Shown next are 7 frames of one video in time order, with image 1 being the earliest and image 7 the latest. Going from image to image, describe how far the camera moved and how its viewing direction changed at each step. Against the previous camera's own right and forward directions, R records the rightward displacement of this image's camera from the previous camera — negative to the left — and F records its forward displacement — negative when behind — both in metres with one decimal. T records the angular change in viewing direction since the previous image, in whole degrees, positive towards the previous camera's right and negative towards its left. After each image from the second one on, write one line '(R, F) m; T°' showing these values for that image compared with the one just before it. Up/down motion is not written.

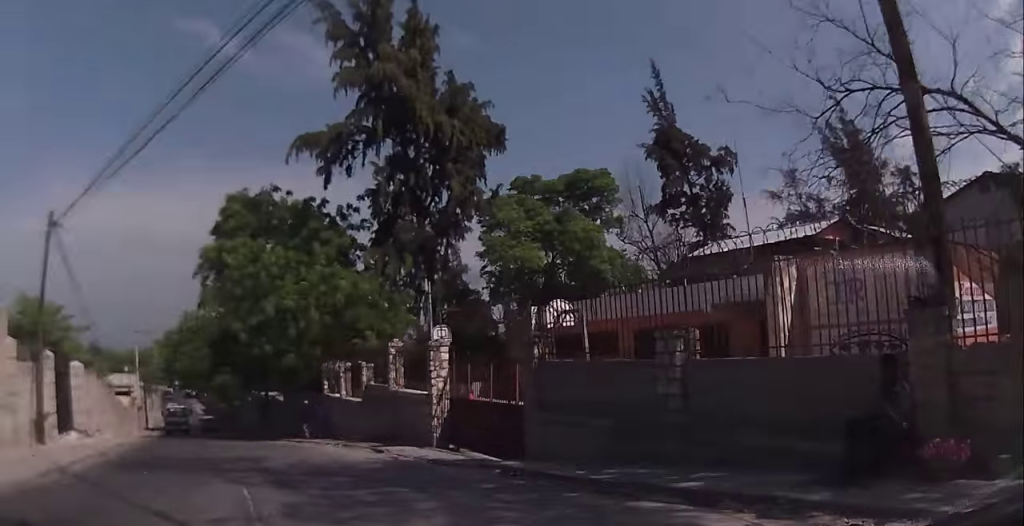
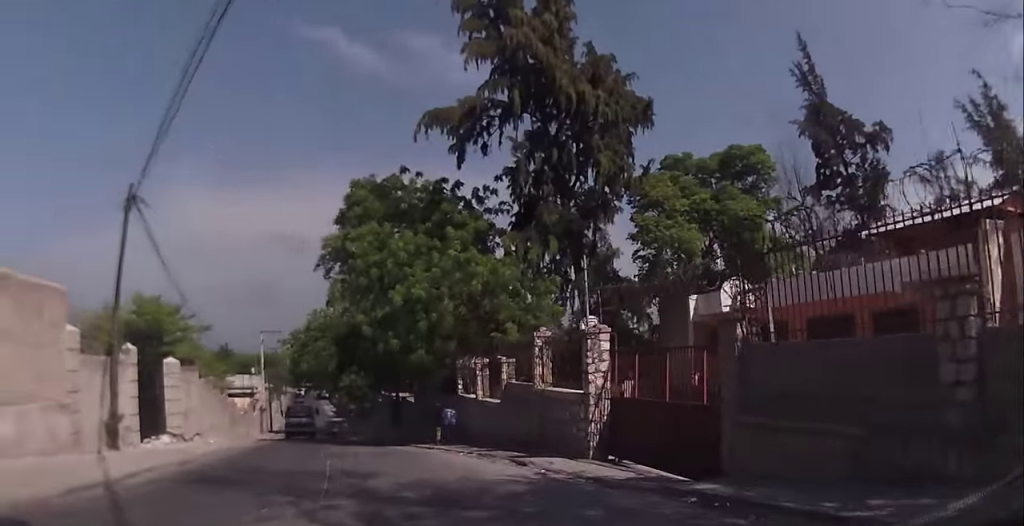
(-0.6, +3.2) m; -6°
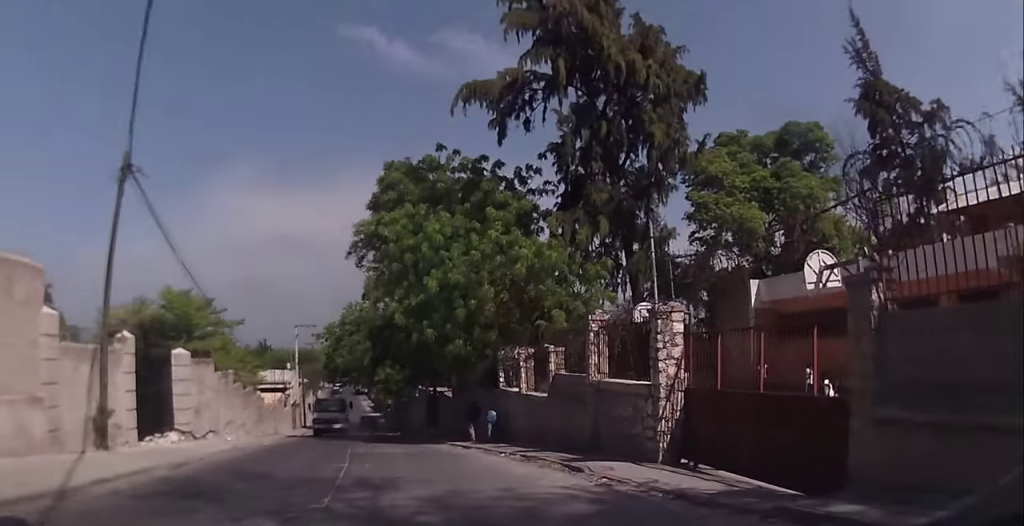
(-0.1, +2.4) m; -4°
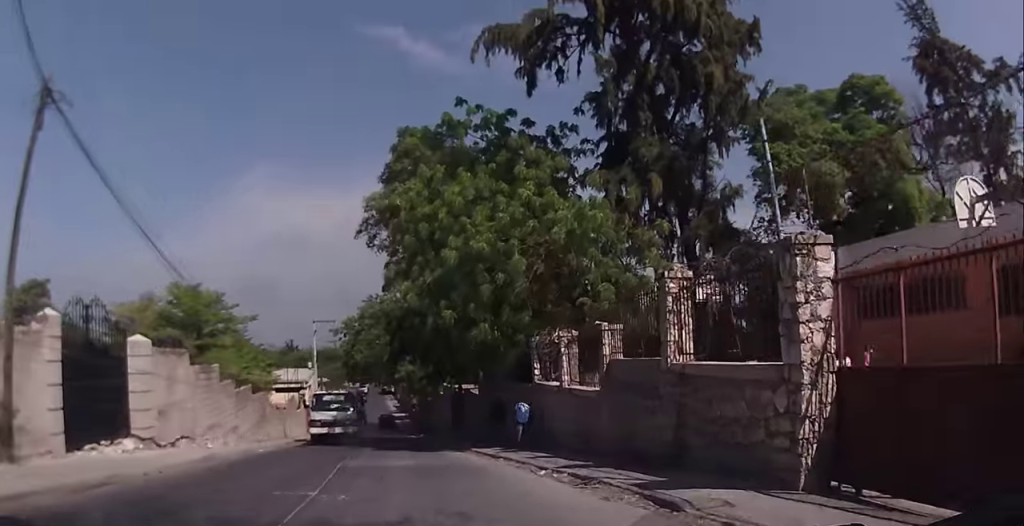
(+0.2, +4.4) m; -4°
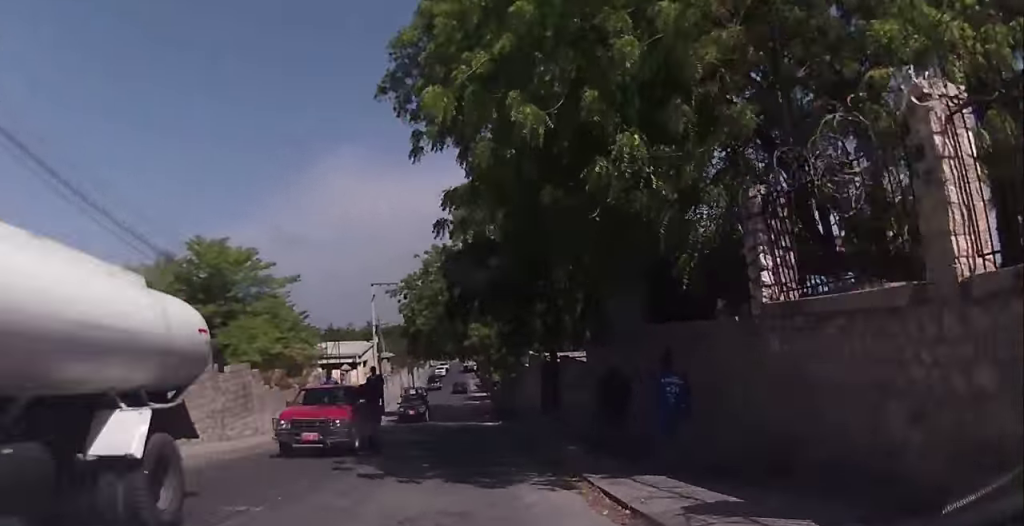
(-1.7, +12.1) m; -12°
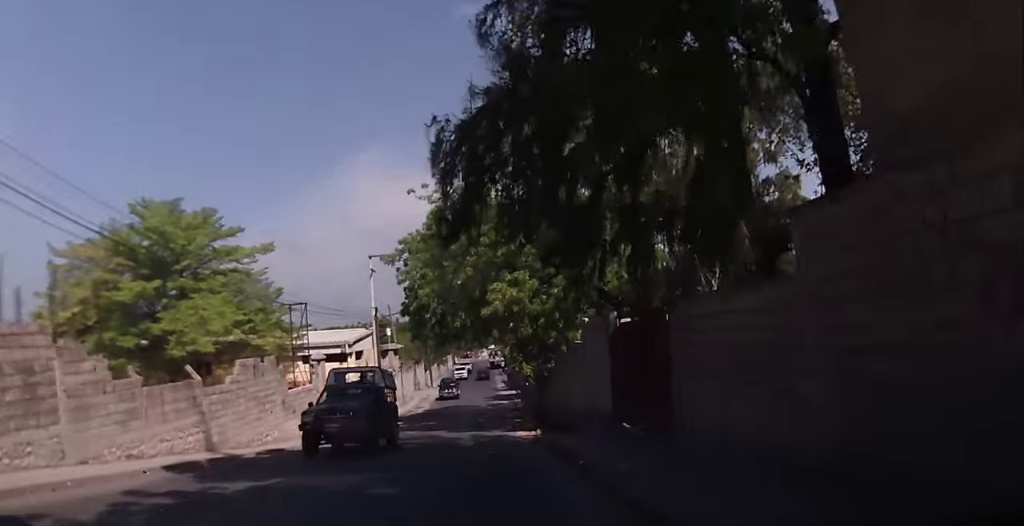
(-0.6, +12.0) m; -2°
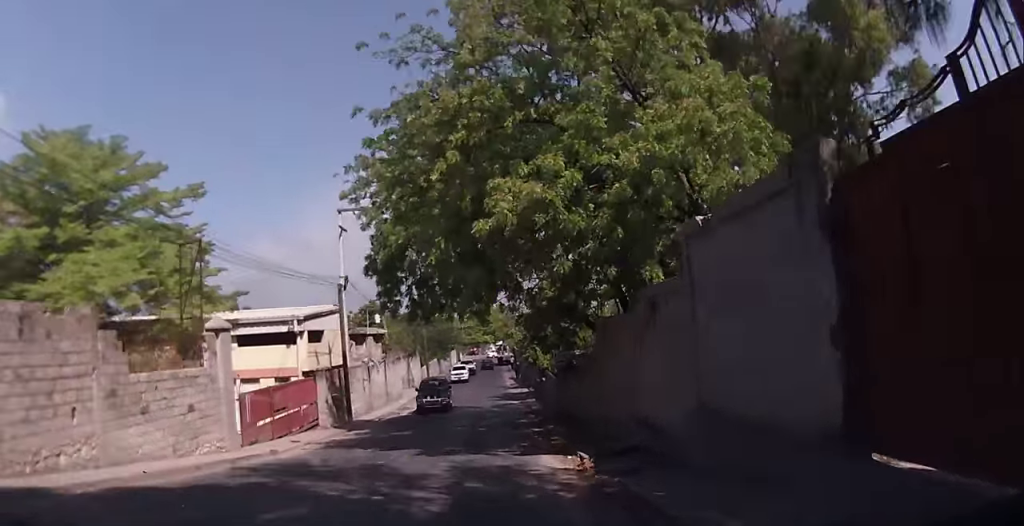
(+0.4, +10.9) m; +3°
